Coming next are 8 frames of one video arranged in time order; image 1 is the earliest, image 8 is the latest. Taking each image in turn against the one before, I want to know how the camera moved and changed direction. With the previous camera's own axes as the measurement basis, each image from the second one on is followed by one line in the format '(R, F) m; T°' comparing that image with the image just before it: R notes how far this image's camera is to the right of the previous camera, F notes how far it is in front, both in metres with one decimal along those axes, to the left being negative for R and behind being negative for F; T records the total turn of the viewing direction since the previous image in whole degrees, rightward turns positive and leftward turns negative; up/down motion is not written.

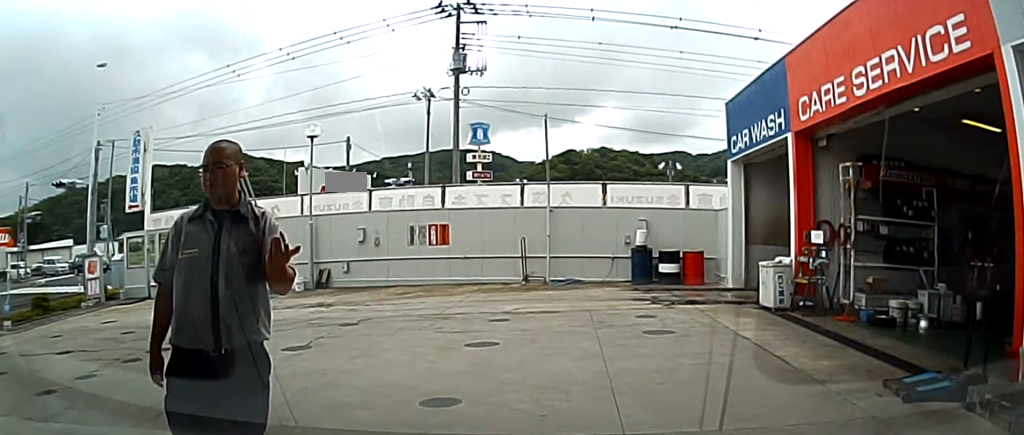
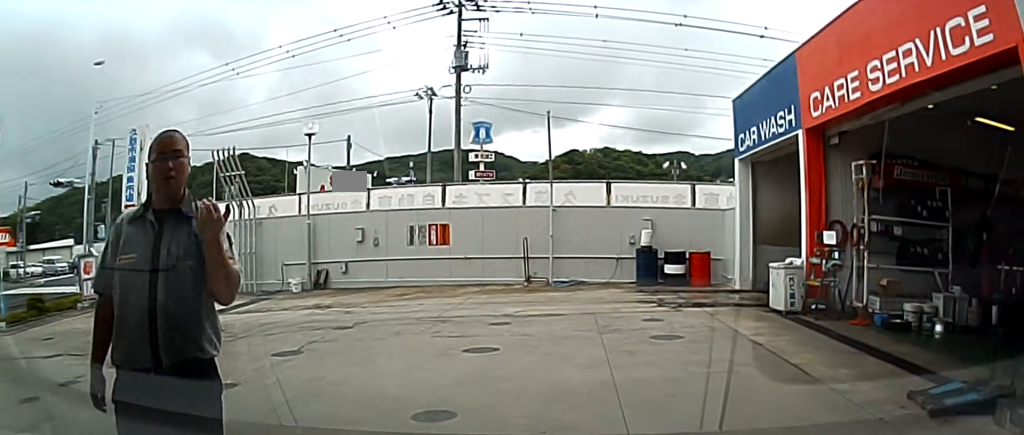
(-0.2, +0.4) m; 0°
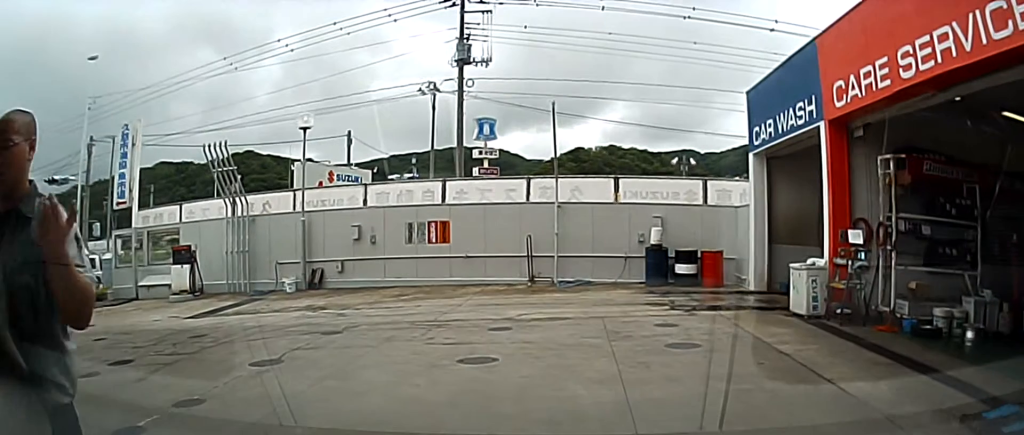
(-0.3, +0.8) m; 0°
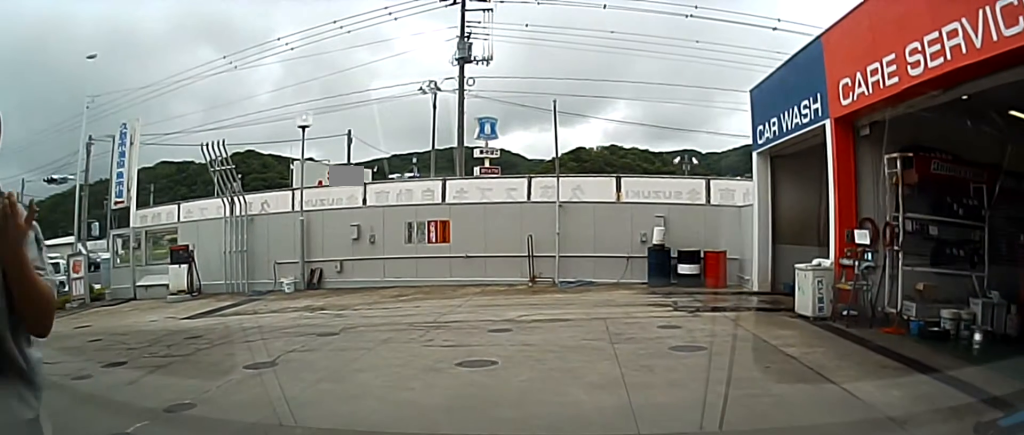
(-0.1, +0.2) m; 0°
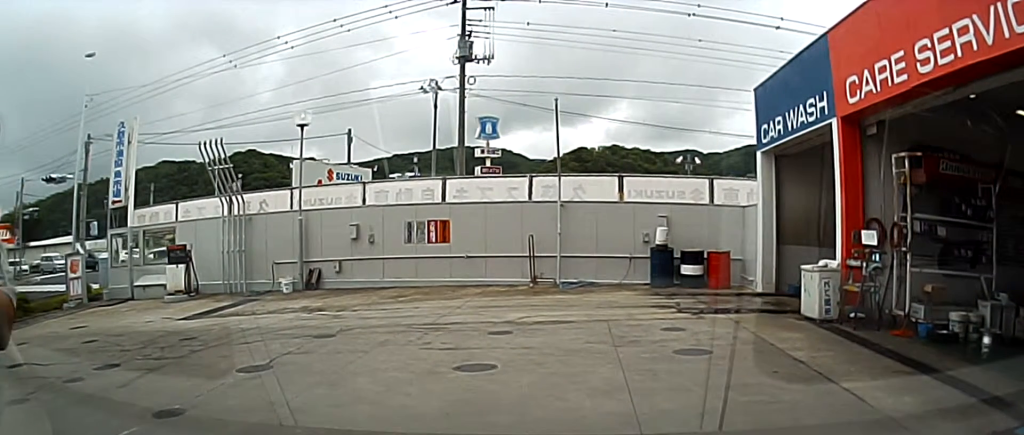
(-0.1, +0.2) m; 0°
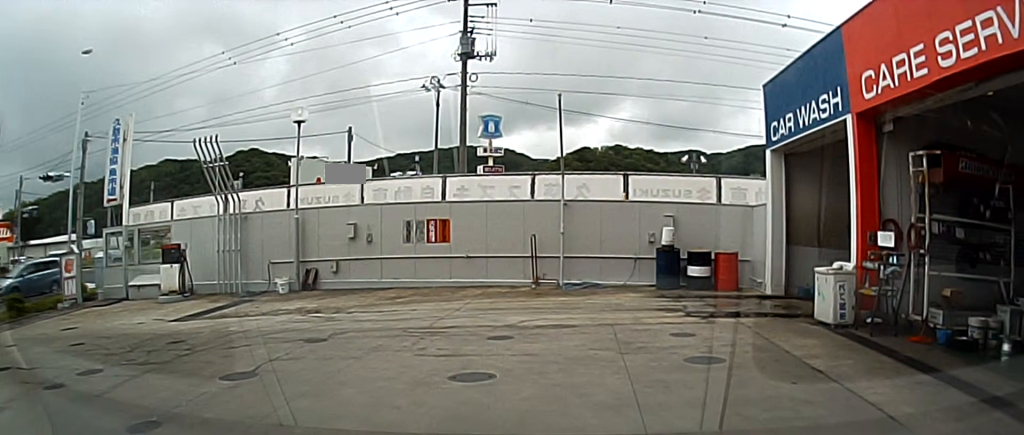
(-0.2, +0.4) m; 0°
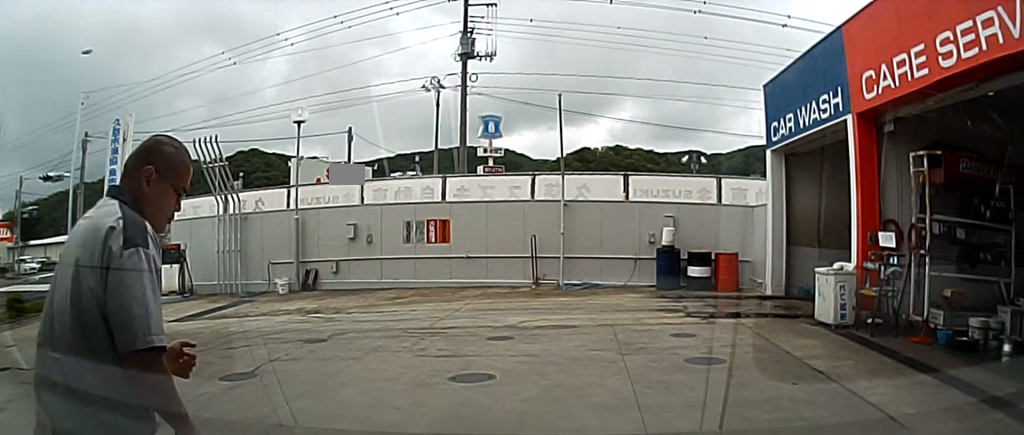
(-0.1, +0.2) m; 0°
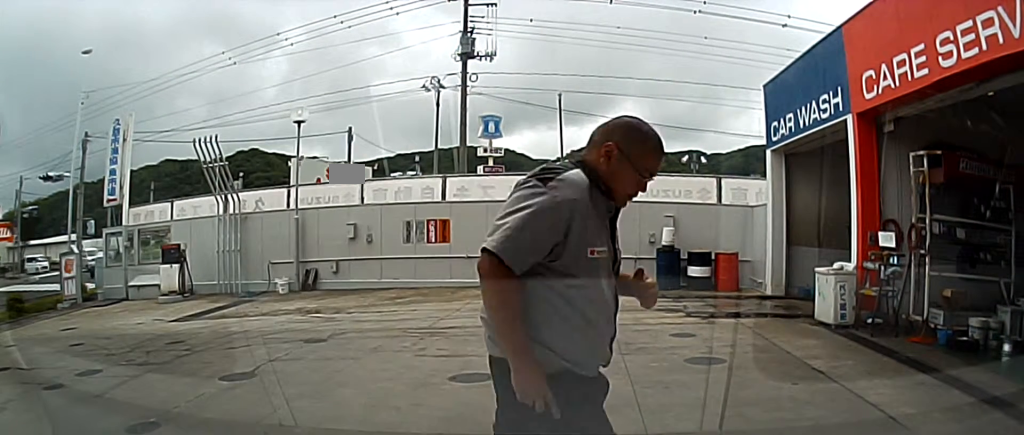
(-0.2, 0.0) m; 0°
